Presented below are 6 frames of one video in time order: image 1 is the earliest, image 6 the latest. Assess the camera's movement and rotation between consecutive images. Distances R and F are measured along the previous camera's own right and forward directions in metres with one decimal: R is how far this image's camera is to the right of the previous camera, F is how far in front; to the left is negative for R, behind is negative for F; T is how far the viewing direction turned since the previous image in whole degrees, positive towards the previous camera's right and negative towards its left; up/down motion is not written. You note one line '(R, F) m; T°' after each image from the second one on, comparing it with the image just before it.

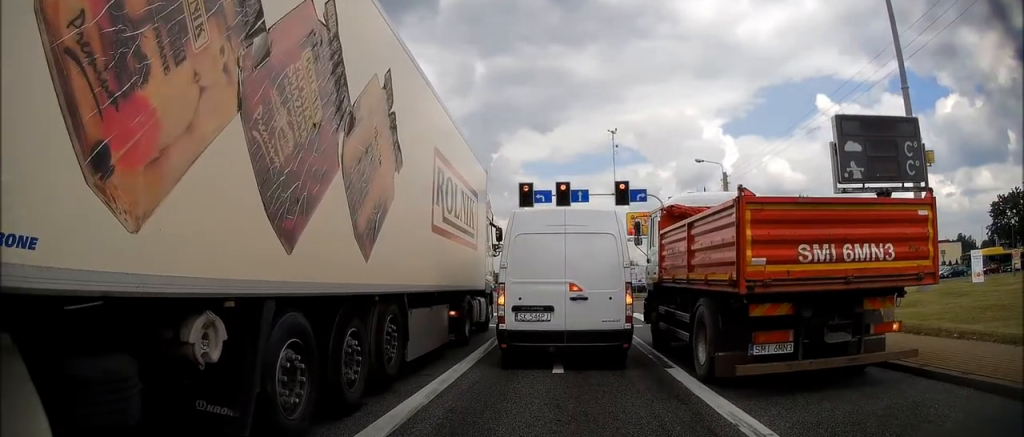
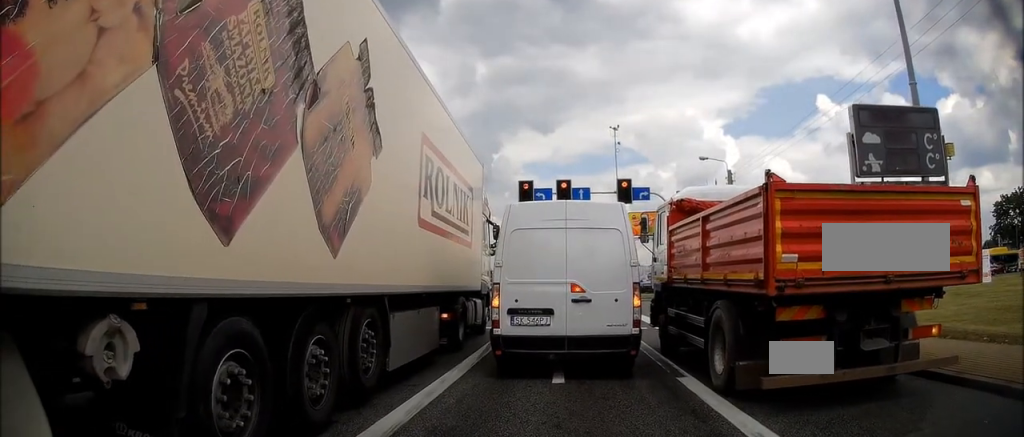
(+0.2, +0.8) m; 0°
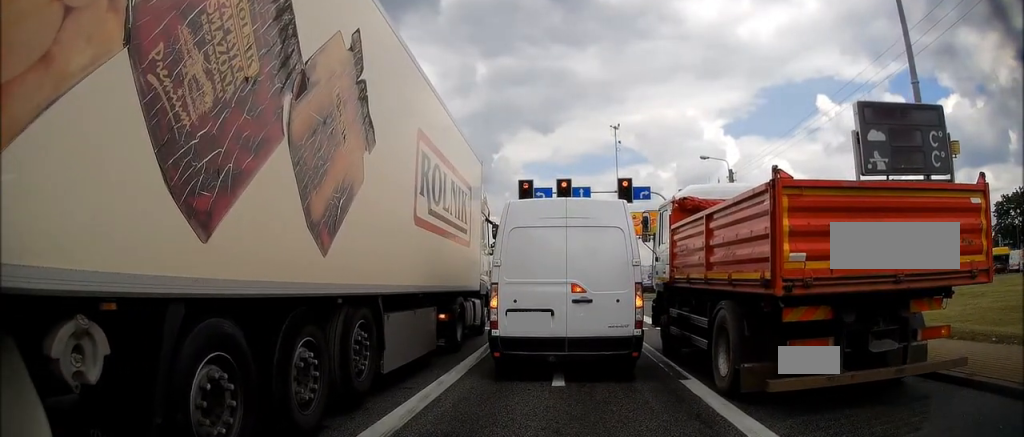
(0.0, +0.2) m; 0°
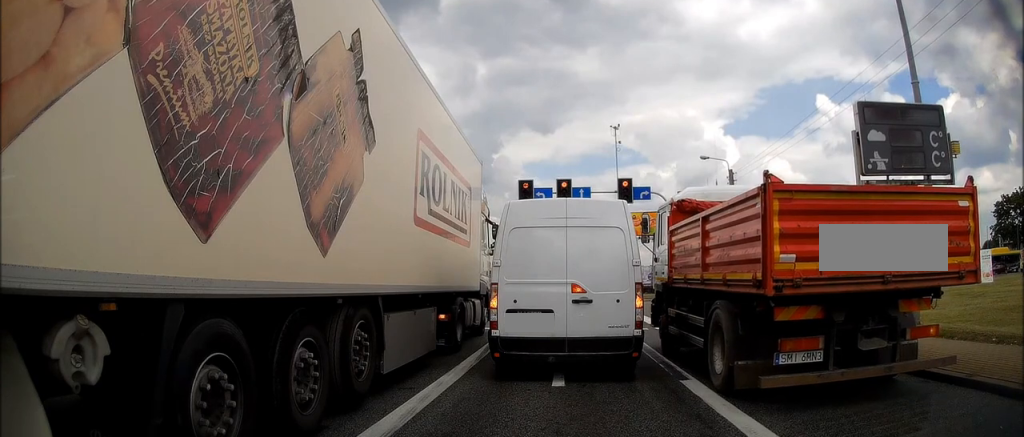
(-0.1, +0.1) m; 0°
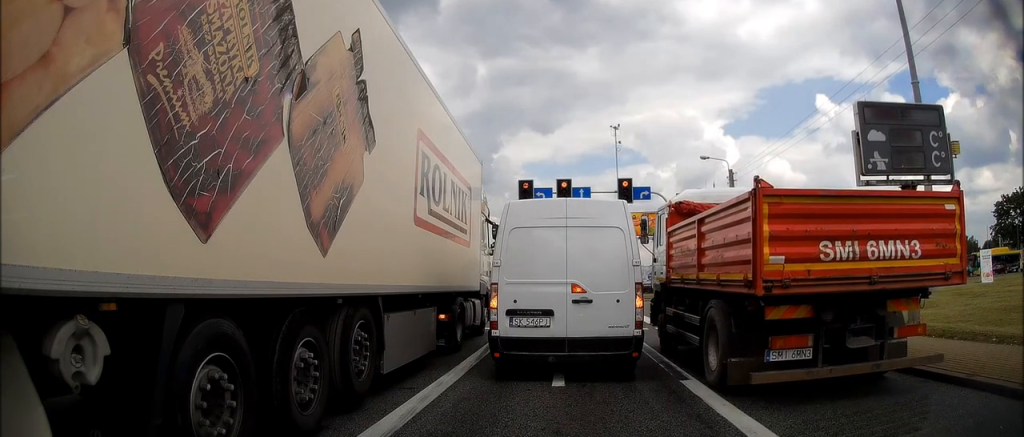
(0.0, 0.0) m; 0°
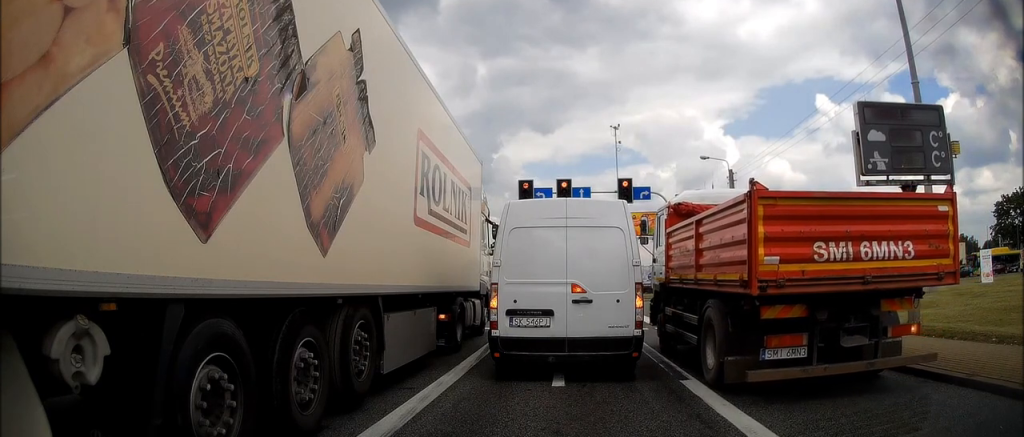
(0.0, 0.0) m; 0°
